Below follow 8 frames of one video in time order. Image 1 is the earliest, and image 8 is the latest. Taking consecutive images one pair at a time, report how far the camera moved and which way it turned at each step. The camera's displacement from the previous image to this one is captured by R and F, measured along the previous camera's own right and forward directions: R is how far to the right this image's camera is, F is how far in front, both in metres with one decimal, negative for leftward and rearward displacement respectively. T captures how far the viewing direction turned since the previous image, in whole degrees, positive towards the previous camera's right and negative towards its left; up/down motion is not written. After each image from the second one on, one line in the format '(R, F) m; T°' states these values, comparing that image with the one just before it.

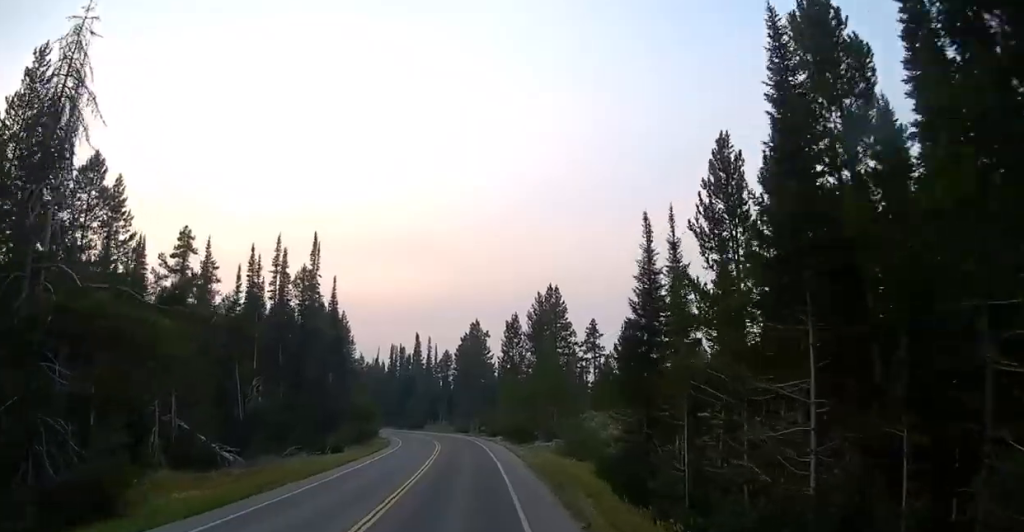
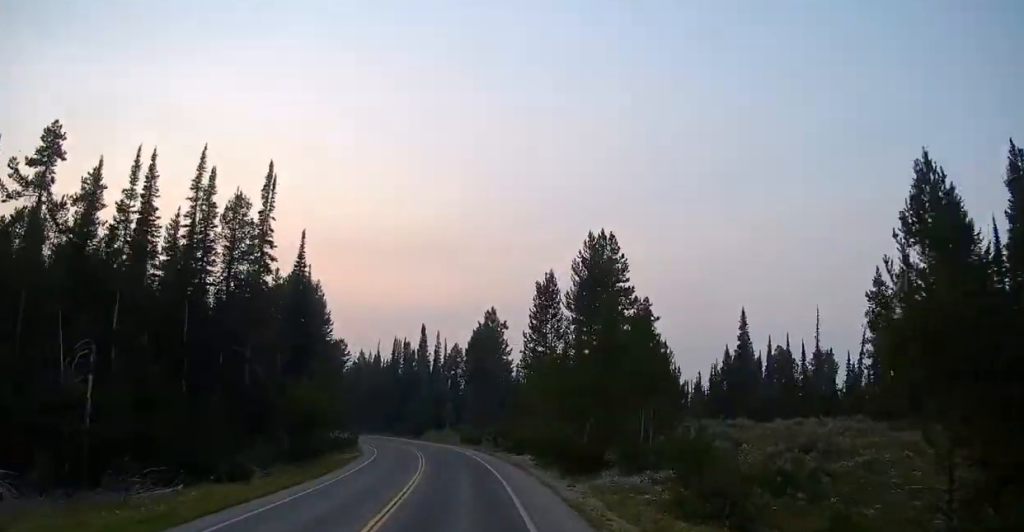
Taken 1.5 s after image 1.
(+5.5, +31.8) m; +9°
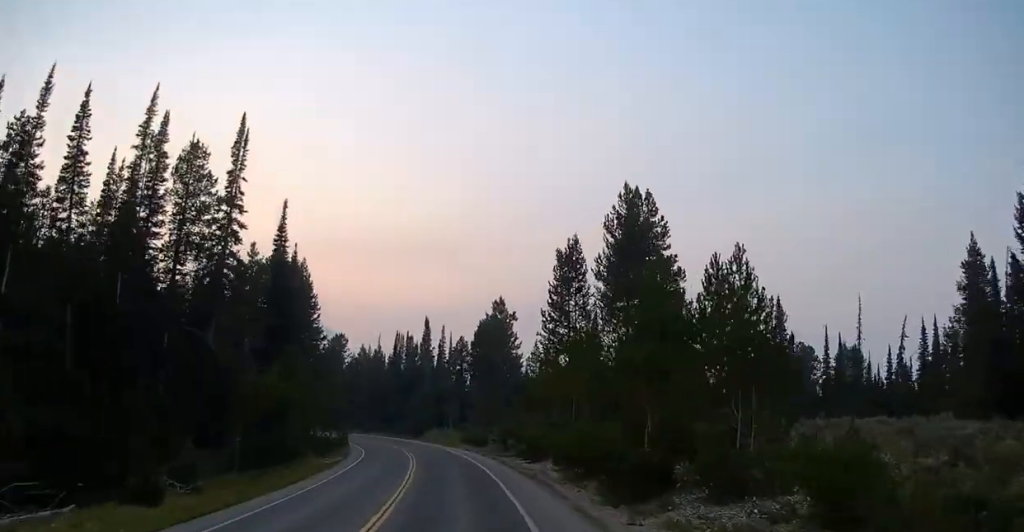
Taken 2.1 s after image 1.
(-0.1, +11.9) m; -1°
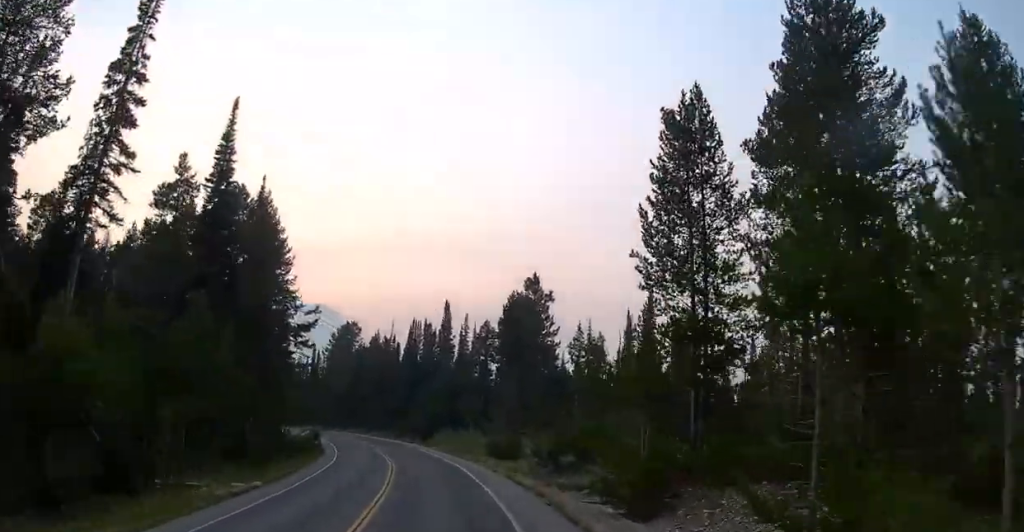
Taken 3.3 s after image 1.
(-0.1, +22.6) m; -2°
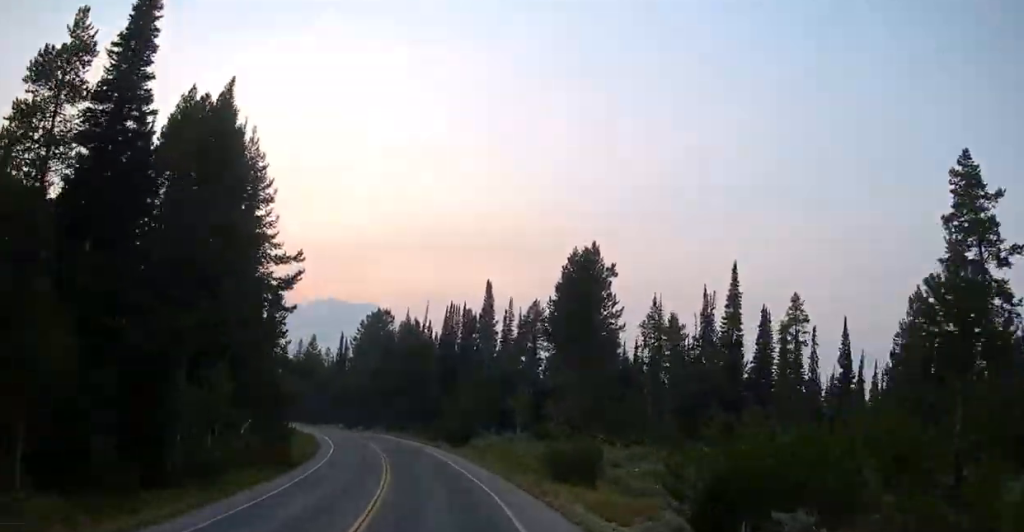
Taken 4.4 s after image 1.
(-0.3, +17.4) m; -2°
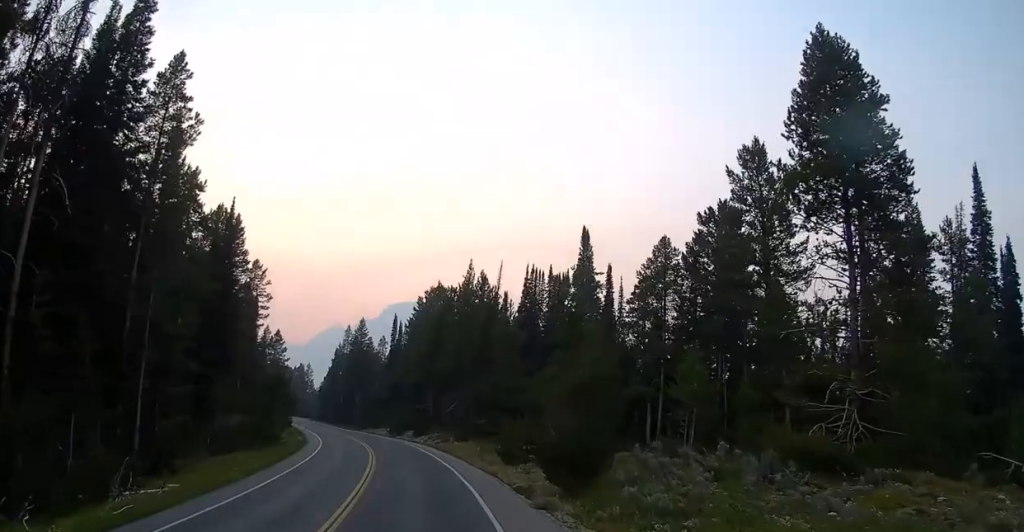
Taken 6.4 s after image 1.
(-2.9, +32.1) m; -10°
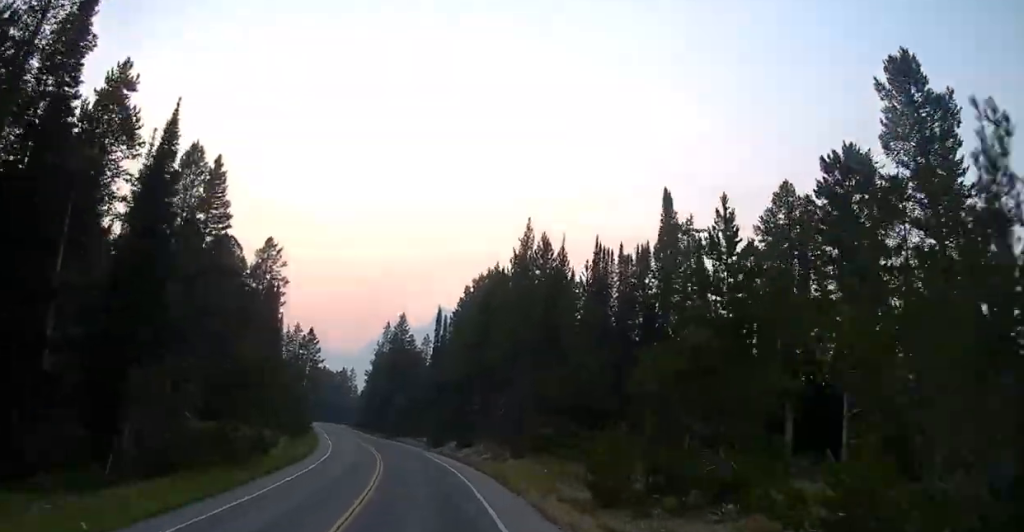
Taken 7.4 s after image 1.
(-0.6, +16.5) m; -2°
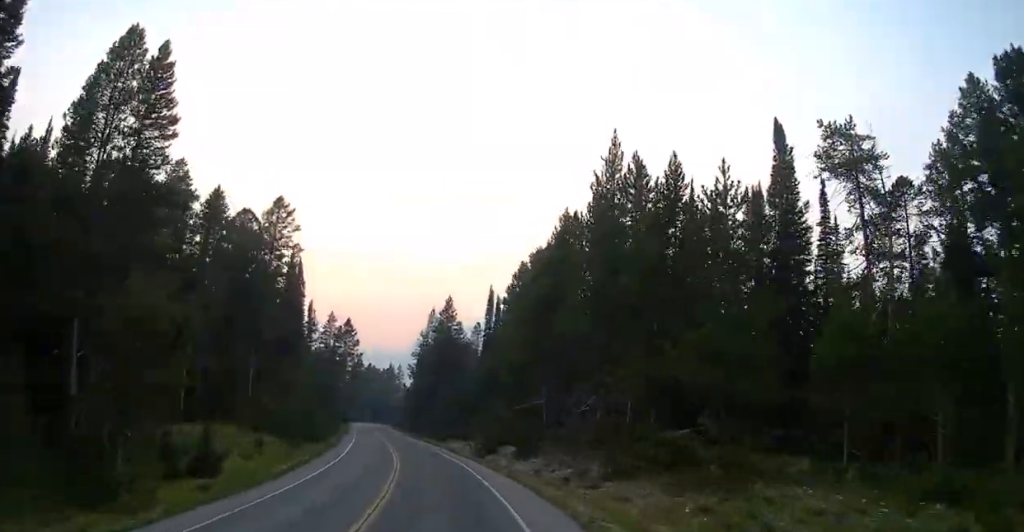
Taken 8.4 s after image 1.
(0.0, +16.5) m; -1°
